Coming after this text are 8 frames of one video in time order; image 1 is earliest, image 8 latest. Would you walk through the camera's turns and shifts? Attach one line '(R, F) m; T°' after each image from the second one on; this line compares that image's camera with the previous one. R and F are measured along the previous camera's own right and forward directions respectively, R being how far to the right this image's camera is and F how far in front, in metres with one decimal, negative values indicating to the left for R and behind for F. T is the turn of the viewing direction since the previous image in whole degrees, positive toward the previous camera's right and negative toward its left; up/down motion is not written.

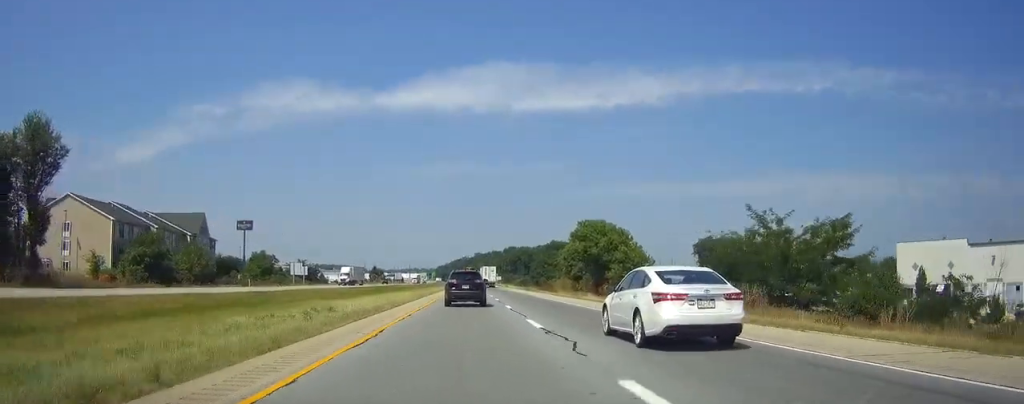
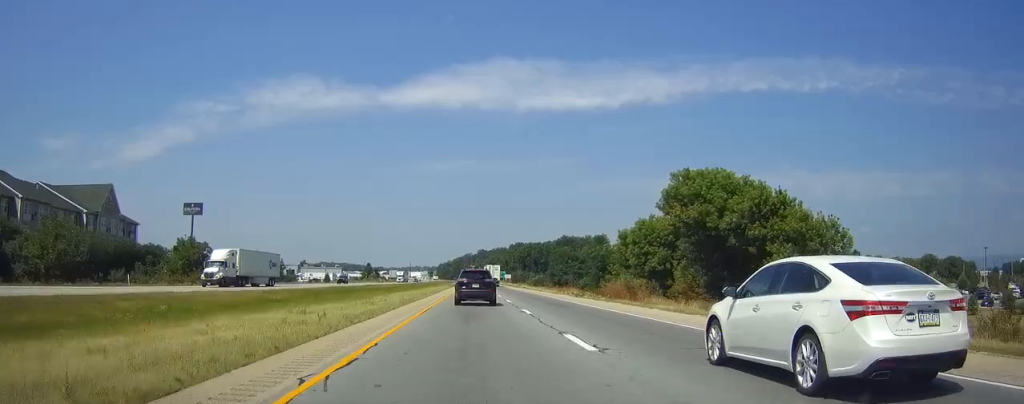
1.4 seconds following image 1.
(-0.1, +42.3) m; 0°
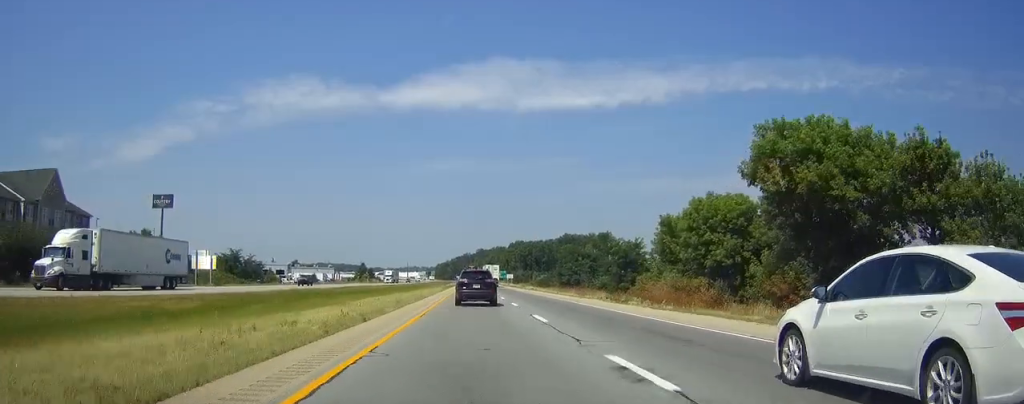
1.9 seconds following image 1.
(0.0, +16.6) m; 0°
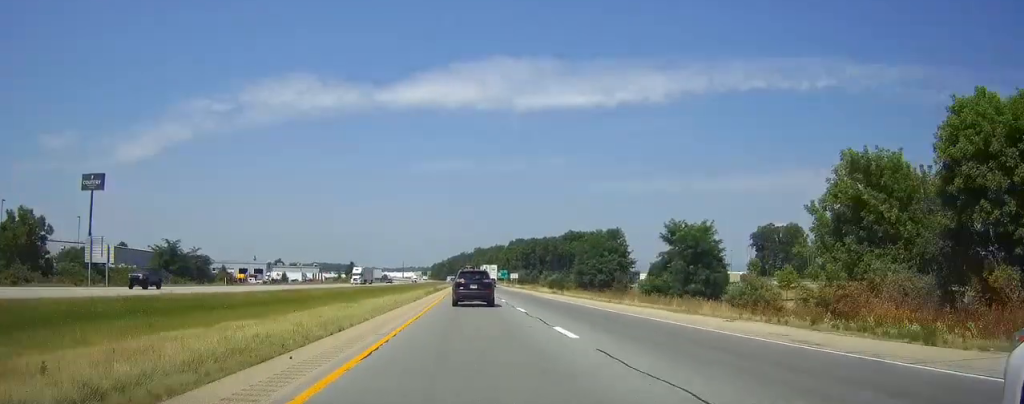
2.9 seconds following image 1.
(0.0, +30.2) m; 0°
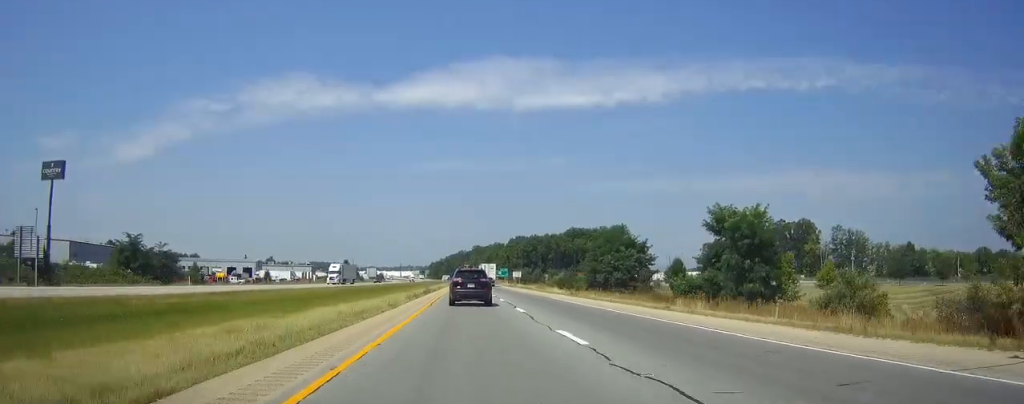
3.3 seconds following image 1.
(0.0, +13.6) m; 0°
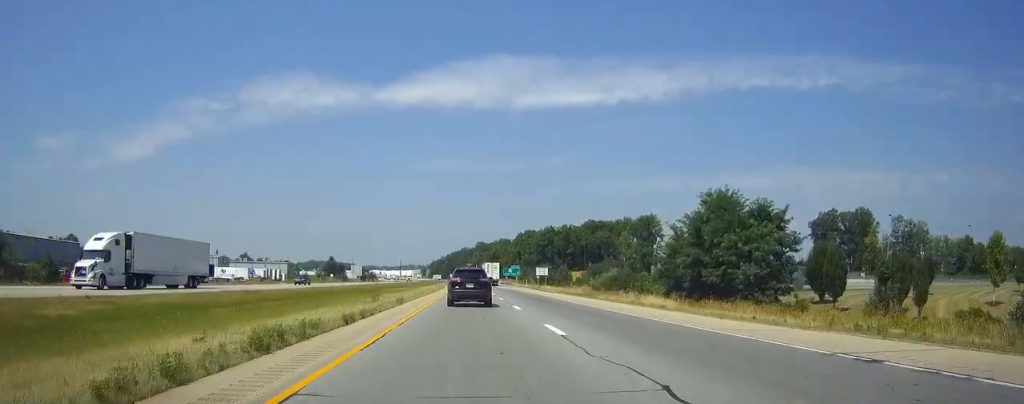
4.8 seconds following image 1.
(+0.1, +47.0) m; 0°
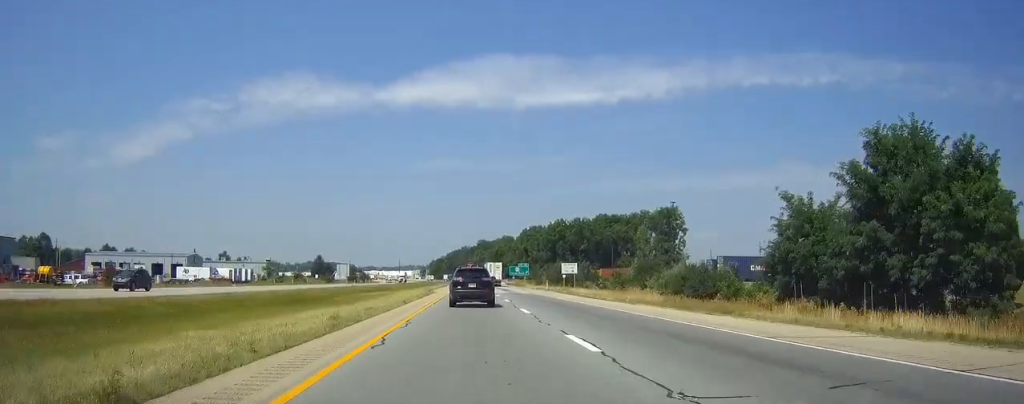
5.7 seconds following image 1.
(0.0, +28.2) m; 0°
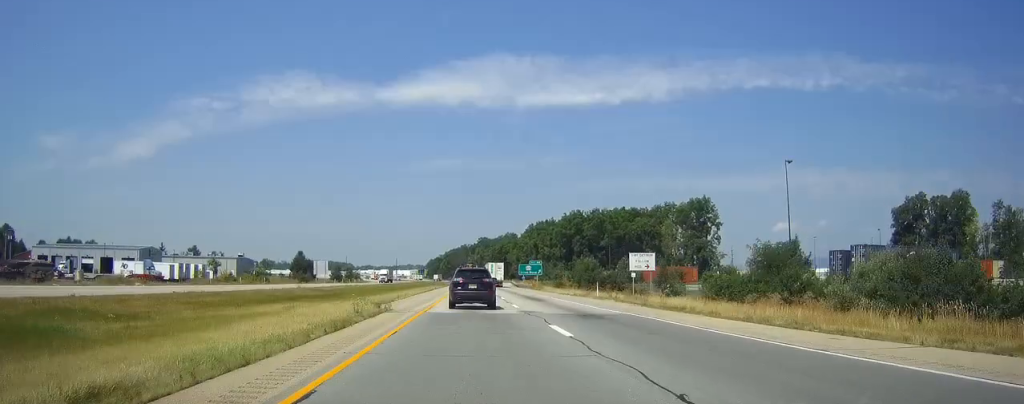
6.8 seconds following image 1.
(0.0, +33.4) m; 0°
